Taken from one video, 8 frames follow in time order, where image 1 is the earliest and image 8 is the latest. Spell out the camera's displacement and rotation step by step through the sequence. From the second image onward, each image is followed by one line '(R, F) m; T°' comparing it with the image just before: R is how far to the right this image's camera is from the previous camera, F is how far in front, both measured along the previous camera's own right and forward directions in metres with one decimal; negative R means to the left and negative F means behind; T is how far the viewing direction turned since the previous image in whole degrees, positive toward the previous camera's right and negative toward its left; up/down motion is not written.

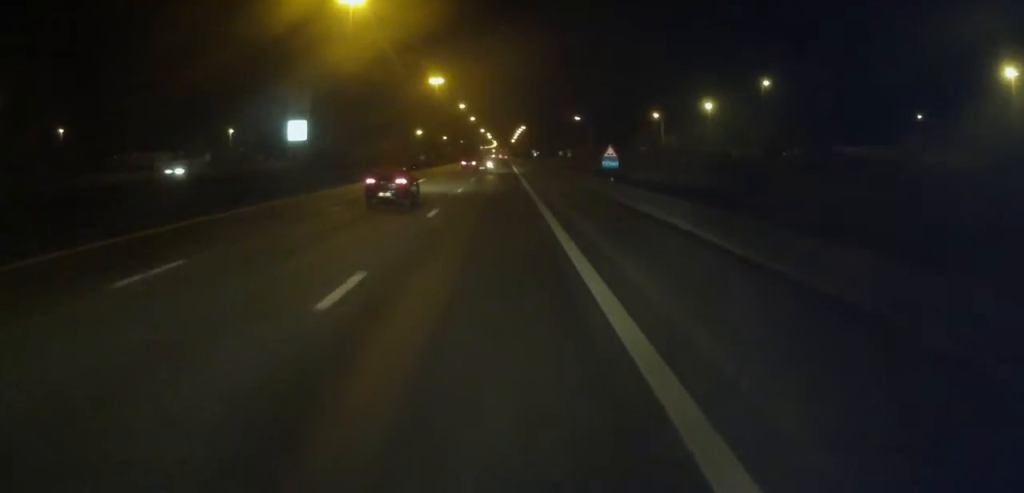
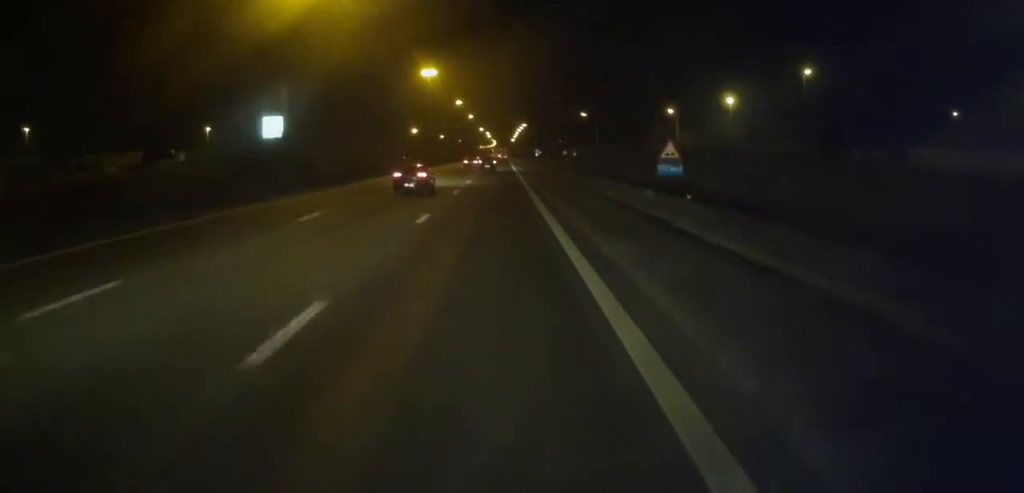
(0.0, +15.8) m; 0°
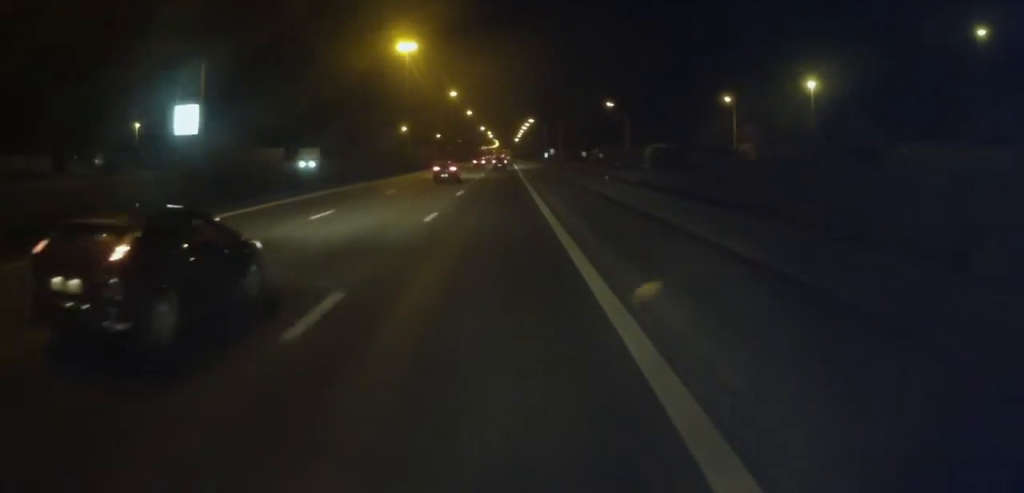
(0.0, +34.0) m; 0°
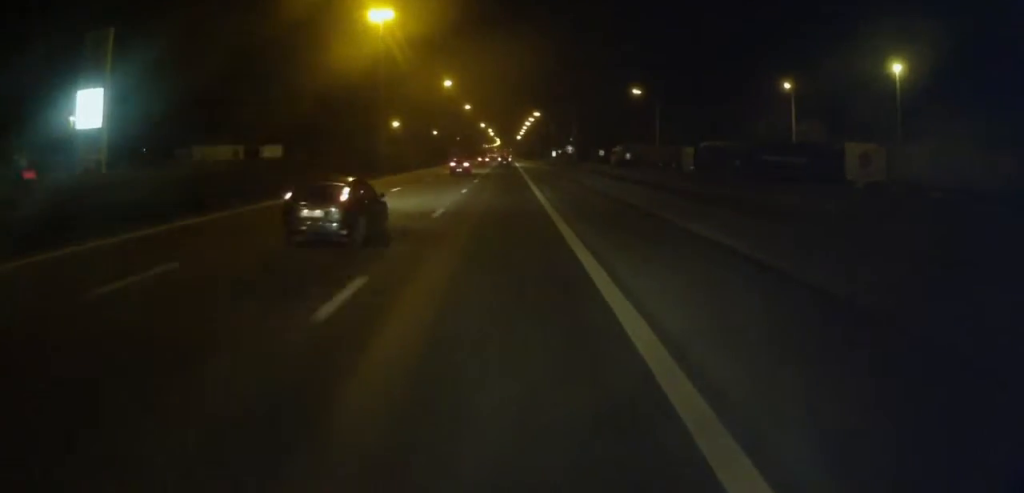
(0.0, +23.0) m; 0°
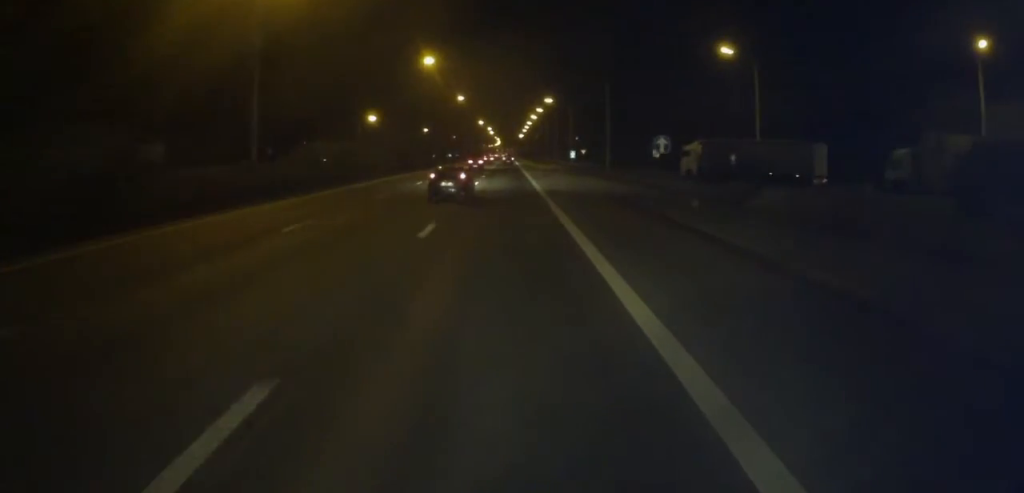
(0.0, +41.2) m; 0°
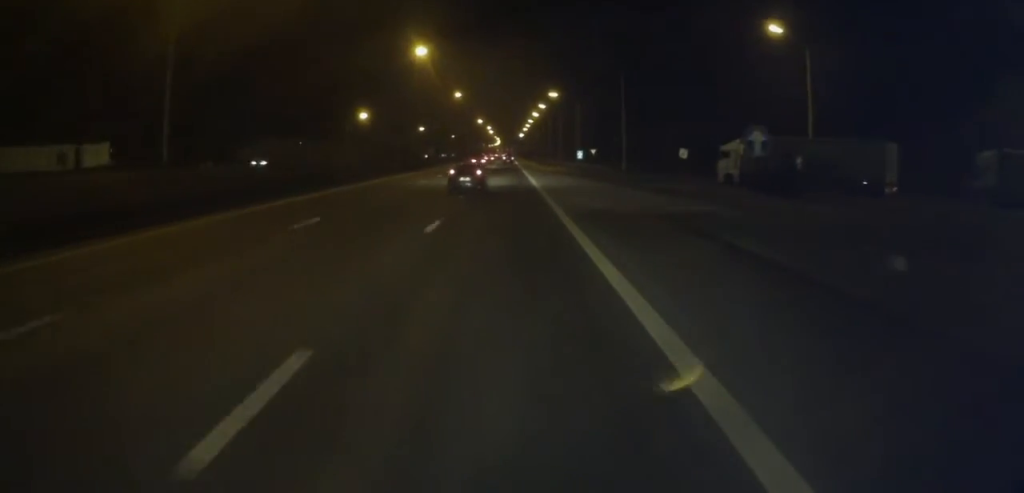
(0.0, +11.6) m; 0°
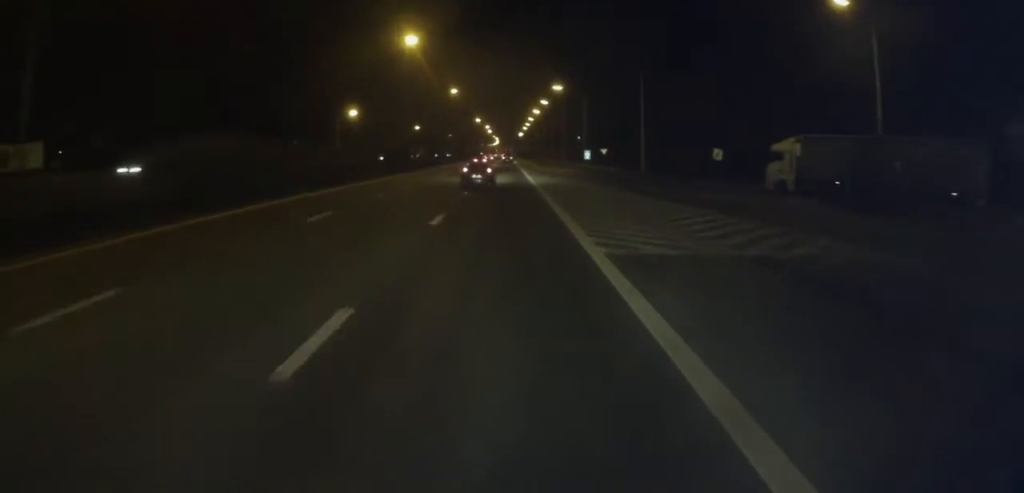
(0.0, +10.9) m; 0°
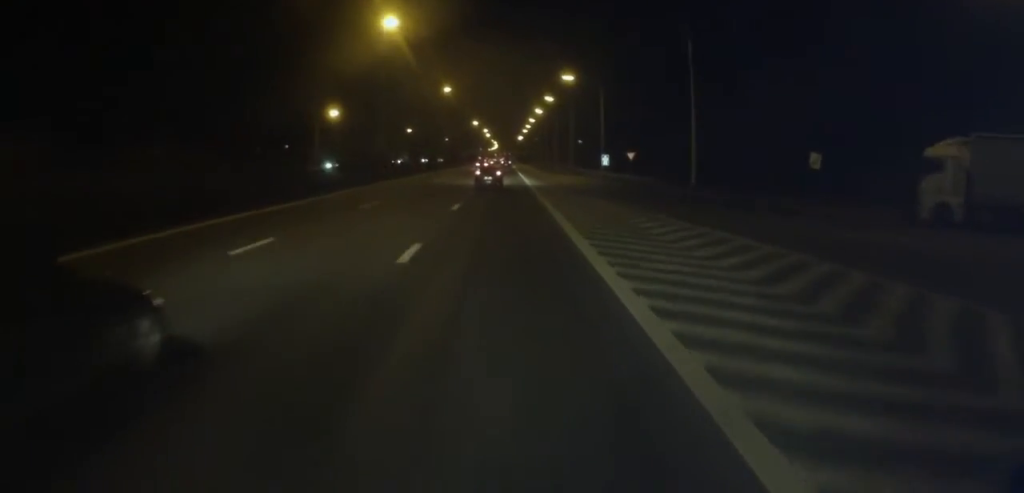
(0.0, +17.9) m; 0°
